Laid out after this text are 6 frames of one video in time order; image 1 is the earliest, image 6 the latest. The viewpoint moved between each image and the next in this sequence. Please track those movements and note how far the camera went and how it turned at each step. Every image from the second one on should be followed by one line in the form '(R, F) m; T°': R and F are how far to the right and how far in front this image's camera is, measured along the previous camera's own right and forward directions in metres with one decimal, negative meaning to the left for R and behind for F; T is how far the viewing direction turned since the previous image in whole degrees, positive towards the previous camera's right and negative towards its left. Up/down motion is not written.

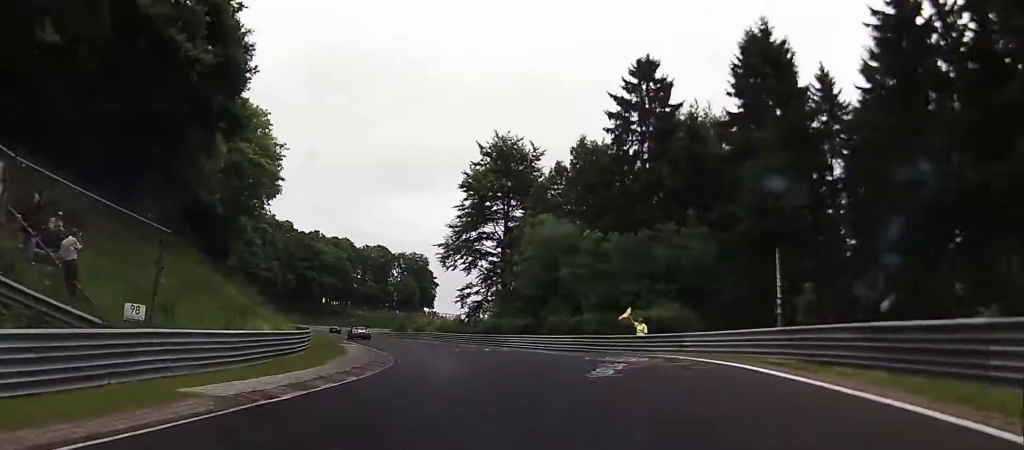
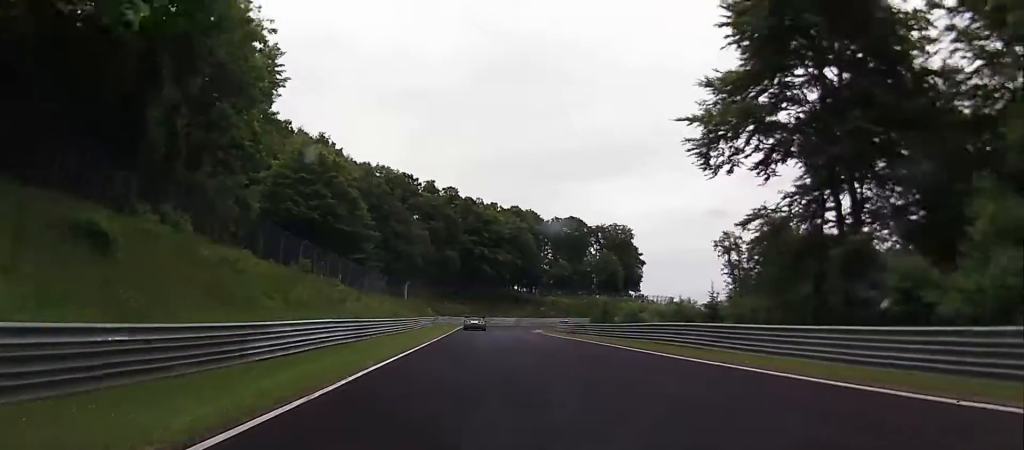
(-4.7, +33.9) m; -14°
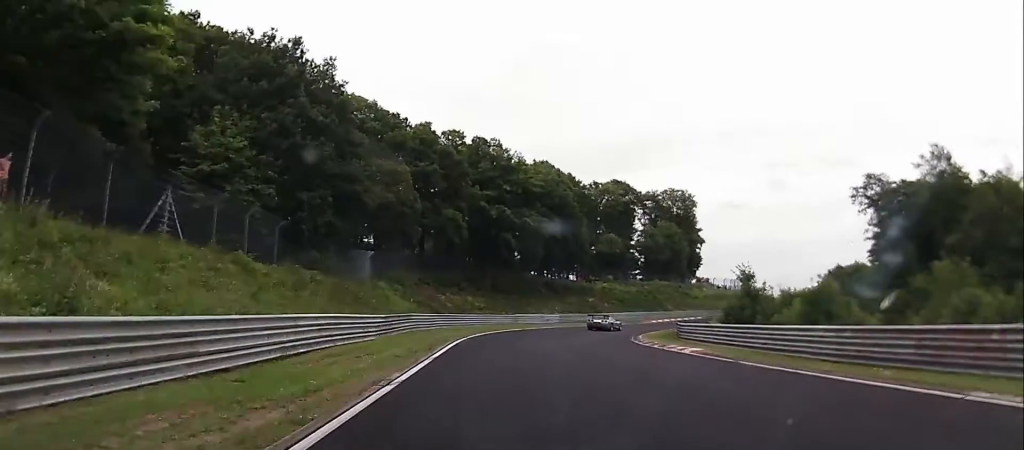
(-1.0, +41.9) m; +4°
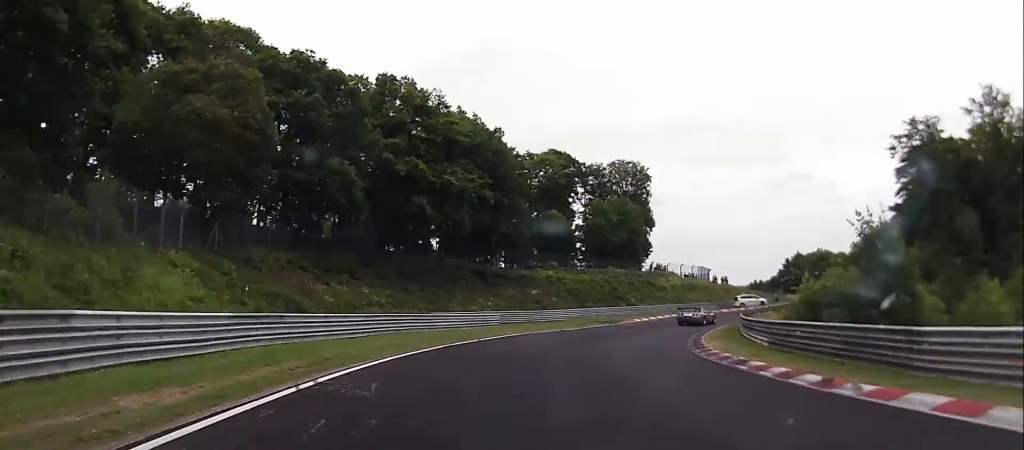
(+1.9, +23.0) m; +12°
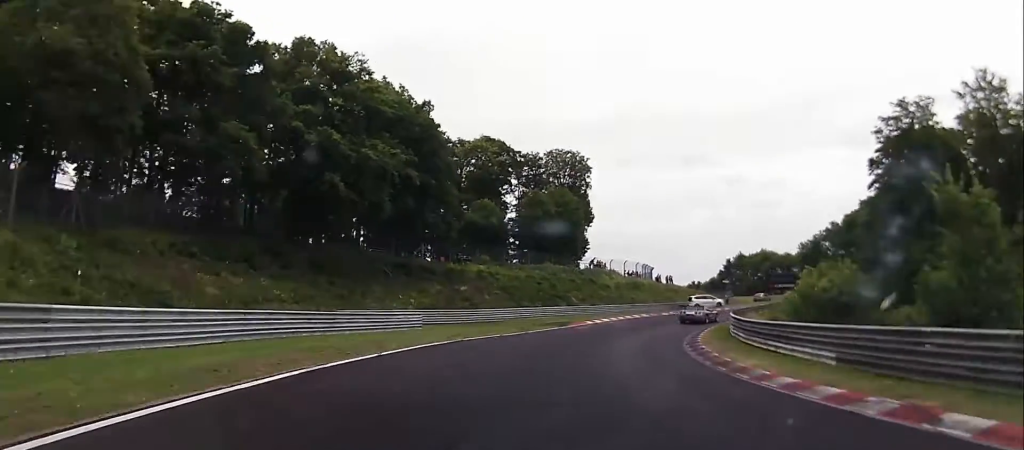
(-0.3, +8.8) m; +6°
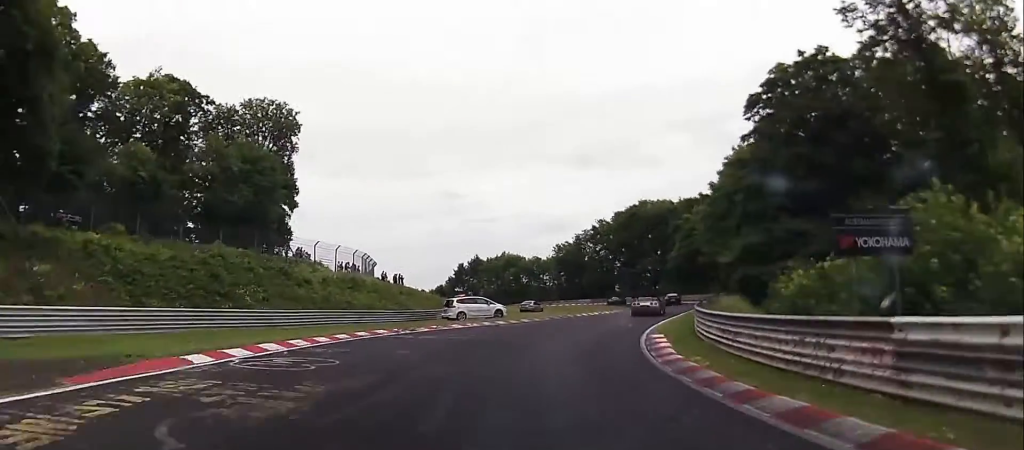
(+8.1, +30.3) m; +28°
